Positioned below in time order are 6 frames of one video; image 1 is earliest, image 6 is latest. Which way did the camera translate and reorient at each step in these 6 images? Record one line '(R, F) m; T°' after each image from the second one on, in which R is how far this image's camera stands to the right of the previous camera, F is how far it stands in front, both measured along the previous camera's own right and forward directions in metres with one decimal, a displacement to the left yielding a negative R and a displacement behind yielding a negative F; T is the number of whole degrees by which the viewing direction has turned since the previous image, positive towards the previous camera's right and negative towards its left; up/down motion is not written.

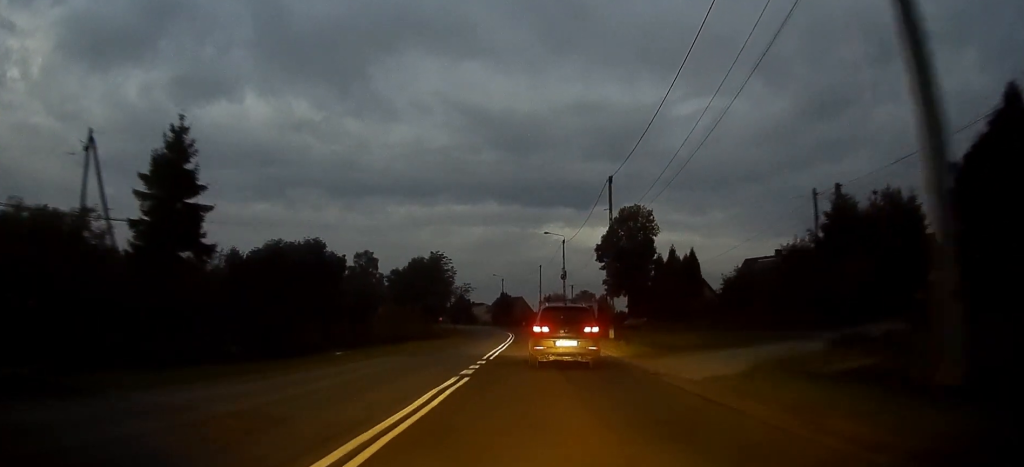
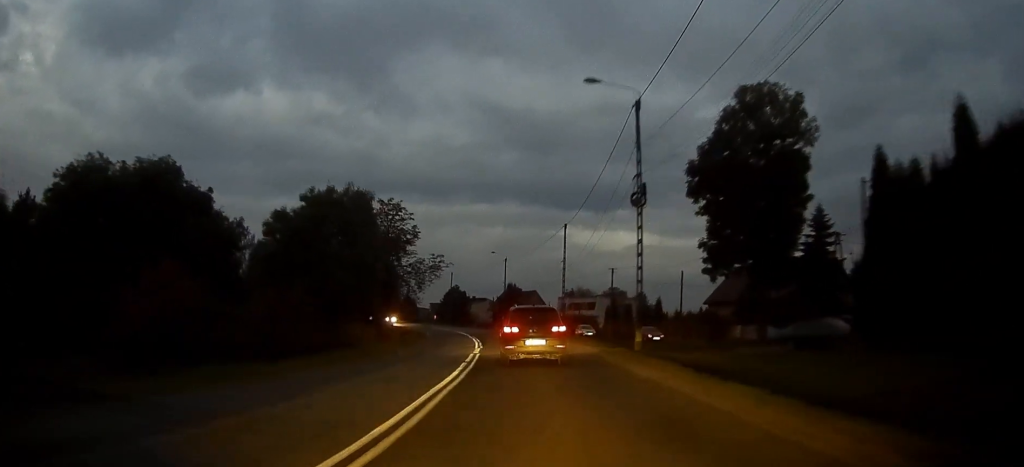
(-0.1, +49.1) m; -2°
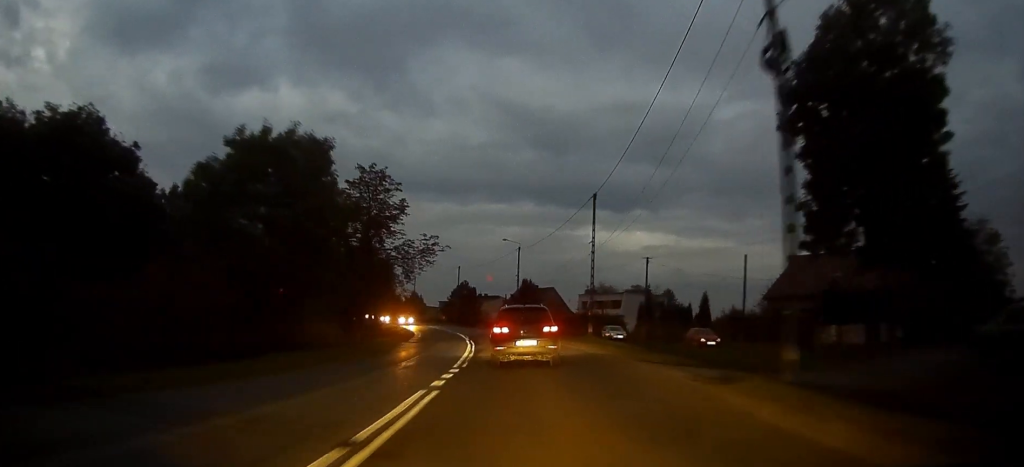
(-0.4, +14.2) m; -2°
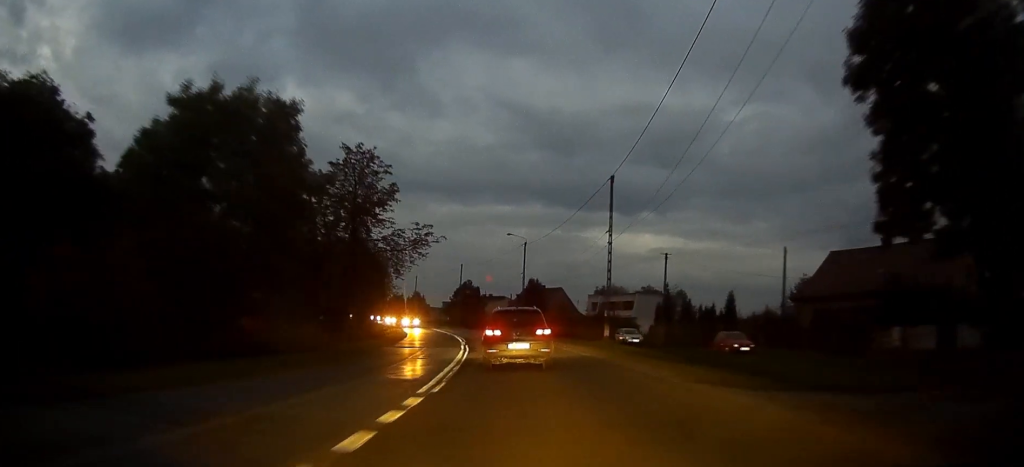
(-0.1, +6.4) m; -1°
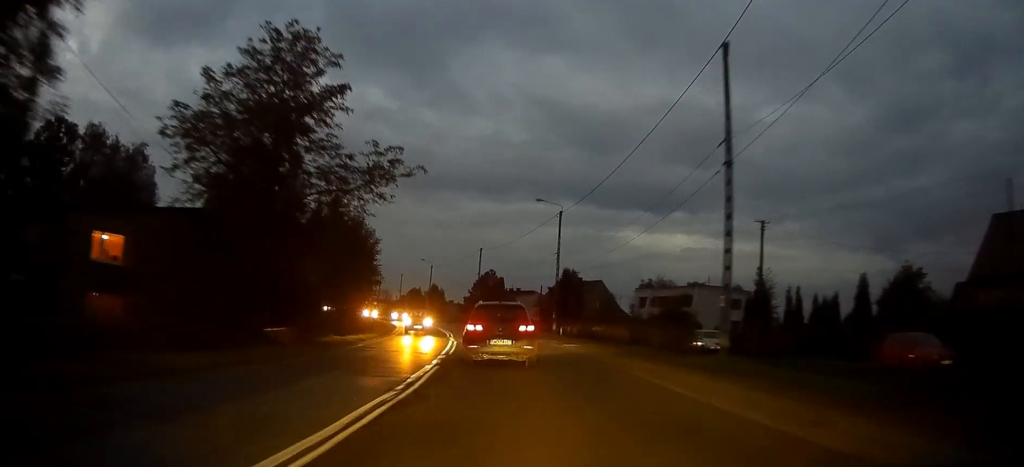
(-0.3, +19.8) m; -2°
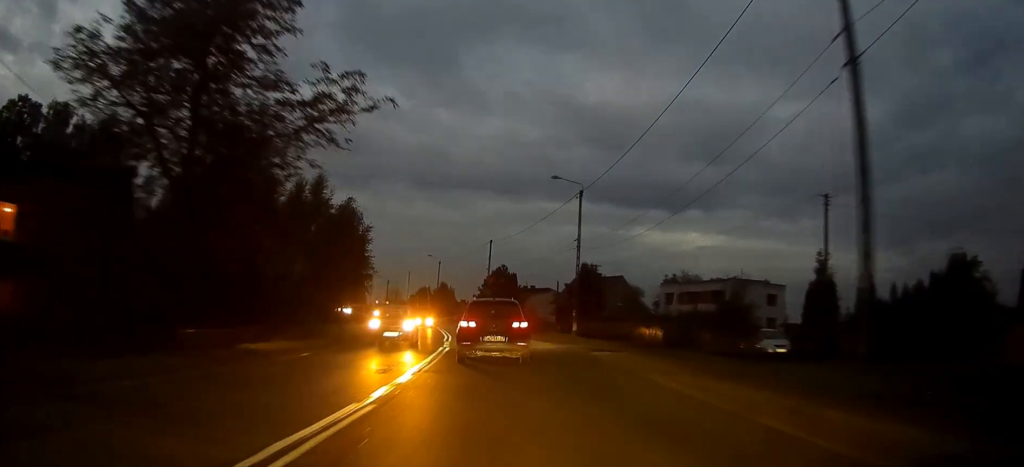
(-0.1, +8.4) m; -1°
